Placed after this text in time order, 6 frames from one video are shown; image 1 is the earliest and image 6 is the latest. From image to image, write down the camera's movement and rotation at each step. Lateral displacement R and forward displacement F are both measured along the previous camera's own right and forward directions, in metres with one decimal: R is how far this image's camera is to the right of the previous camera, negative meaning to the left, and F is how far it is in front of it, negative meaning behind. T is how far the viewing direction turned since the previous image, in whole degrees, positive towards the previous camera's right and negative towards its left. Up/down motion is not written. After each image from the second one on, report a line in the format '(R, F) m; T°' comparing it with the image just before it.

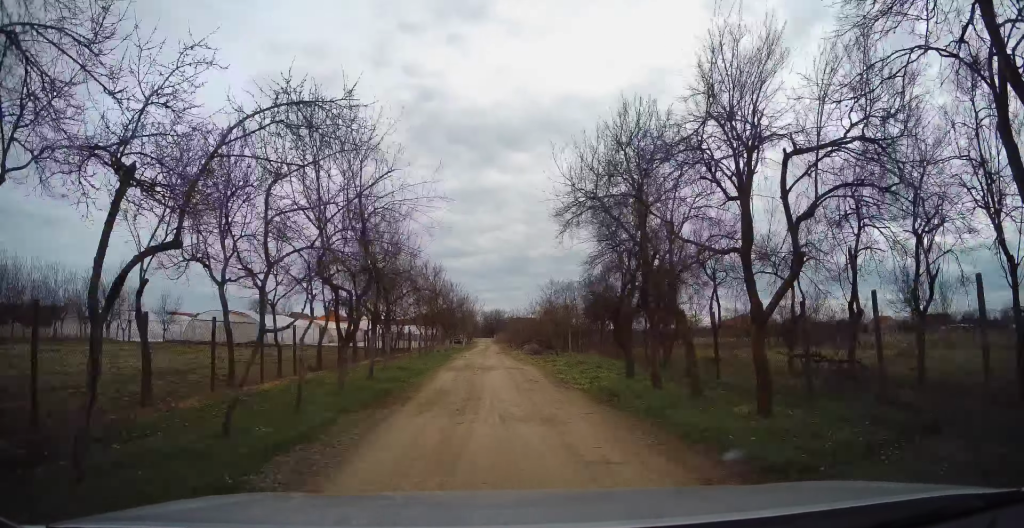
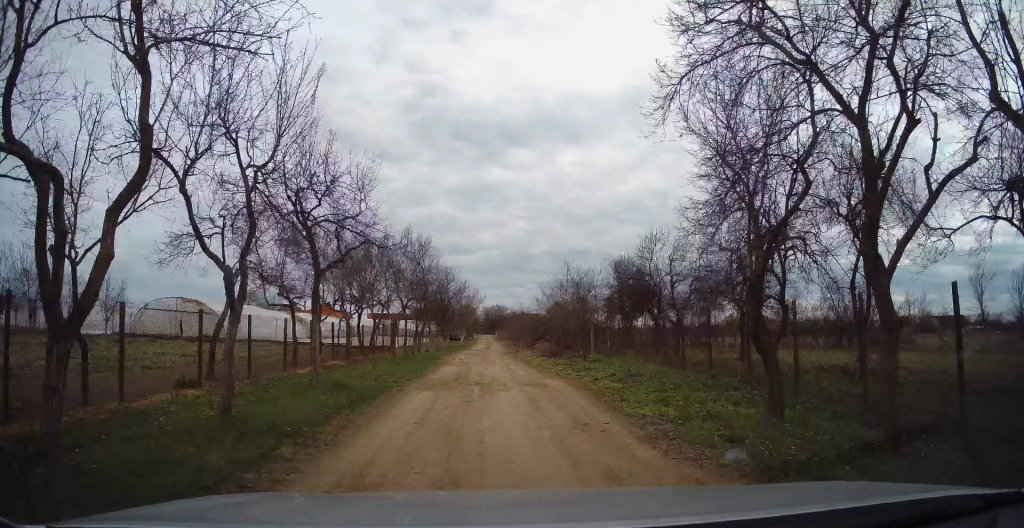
(0.0, +8.2) m; 0°
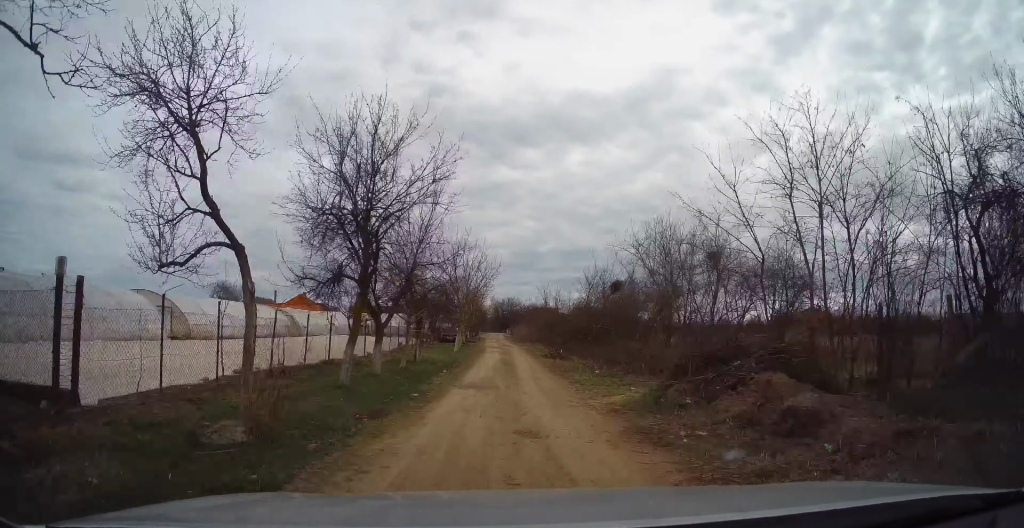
(0.0, +27.1) m; -1°
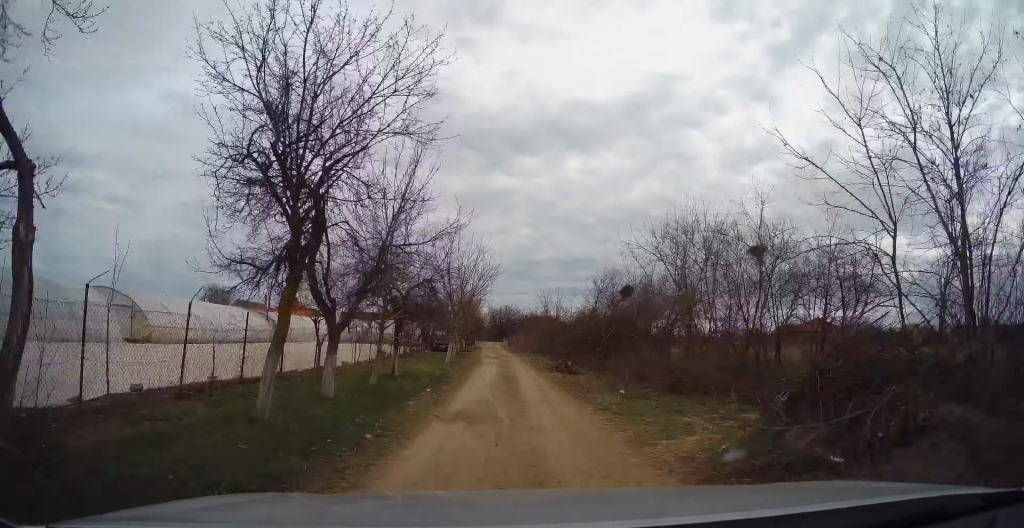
(-0.1, +3.9) m; +1°
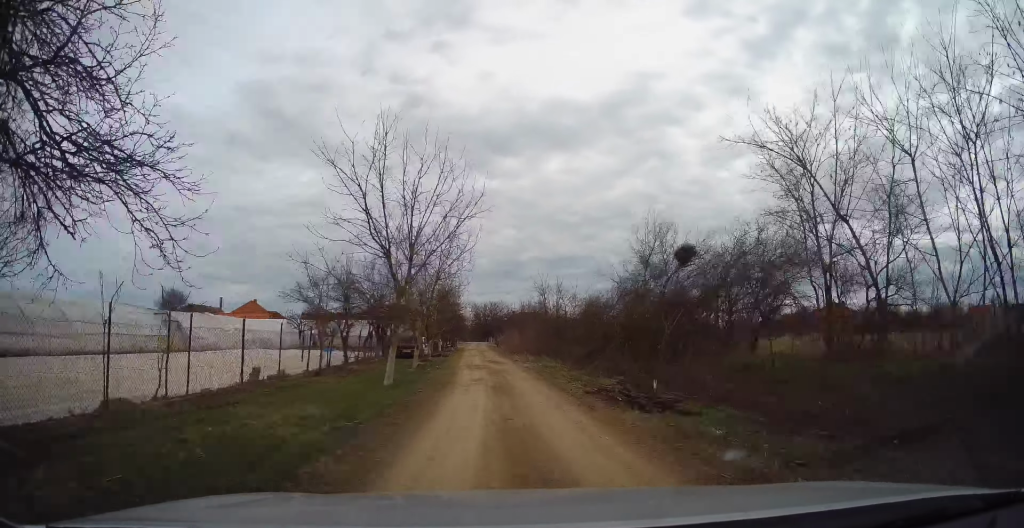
(+0.5, +13.9) m; +2°
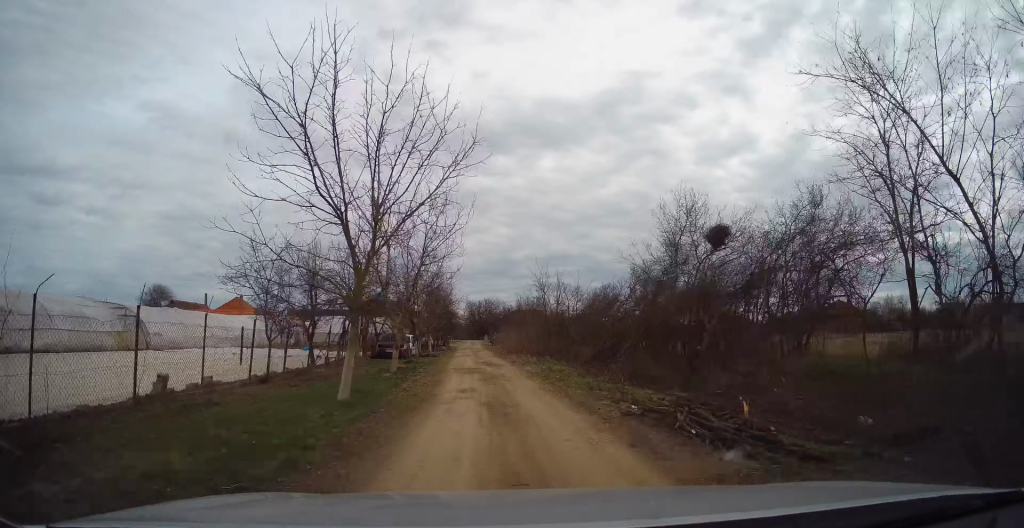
(-0.1, +4.0) m; -1°
